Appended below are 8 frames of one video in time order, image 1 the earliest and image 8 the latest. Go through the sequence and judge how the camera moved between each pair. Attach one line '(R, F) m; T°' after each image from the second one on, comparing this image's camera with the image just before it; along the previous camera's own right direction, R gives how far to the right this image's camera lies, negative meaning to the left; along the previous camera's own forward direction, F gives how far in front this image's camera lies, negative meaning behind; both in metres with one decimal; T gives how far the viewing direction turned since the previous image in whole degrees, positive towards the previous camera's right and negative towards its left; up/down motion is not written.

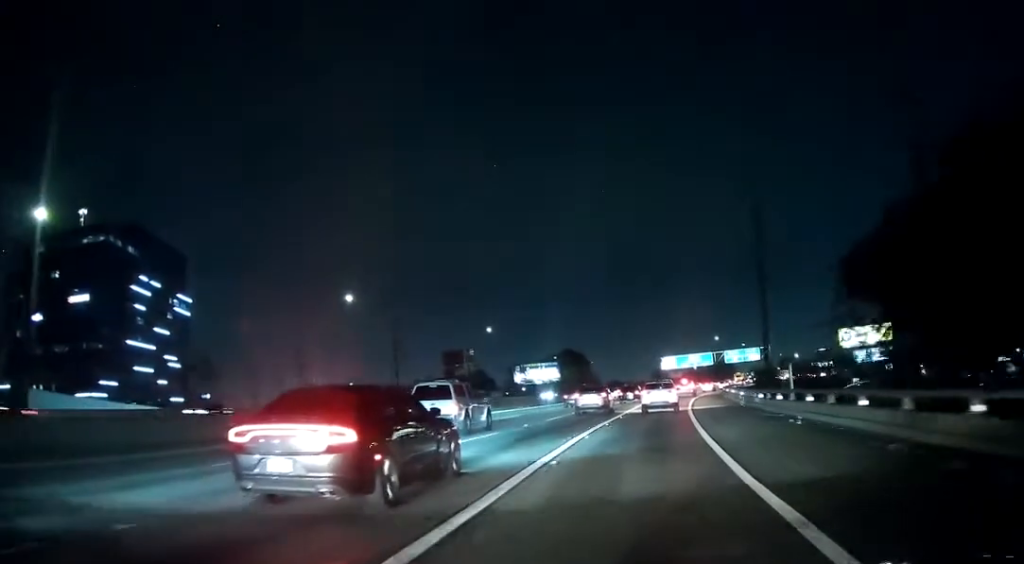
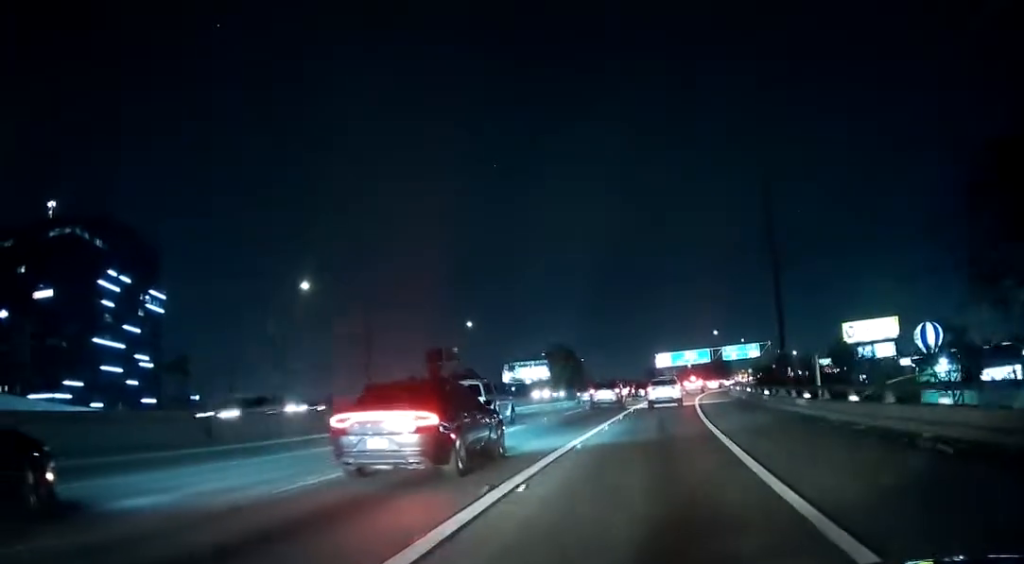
(-0.2, +11.0) m; 0°
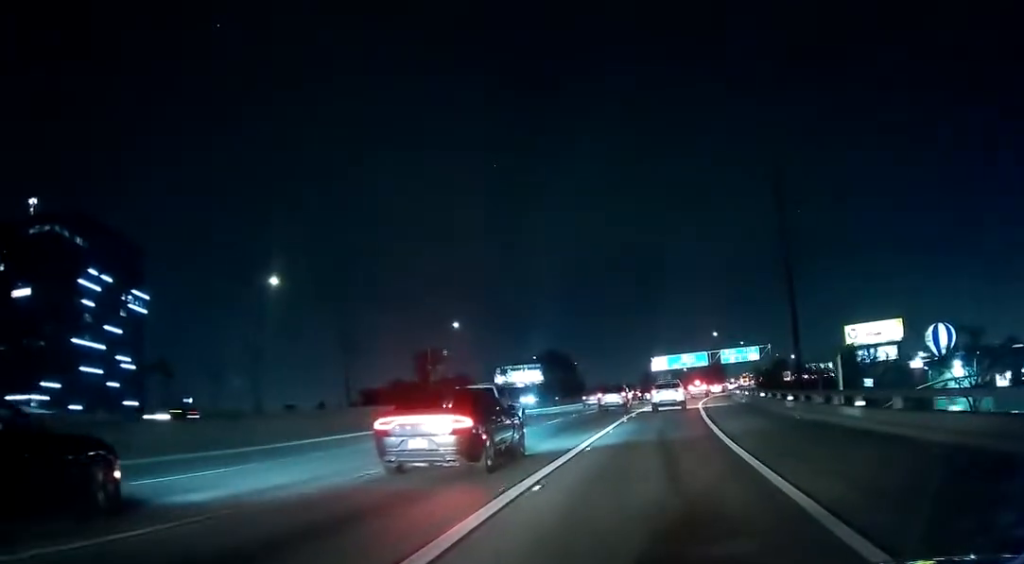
(0.0, +6.2) m; +1°
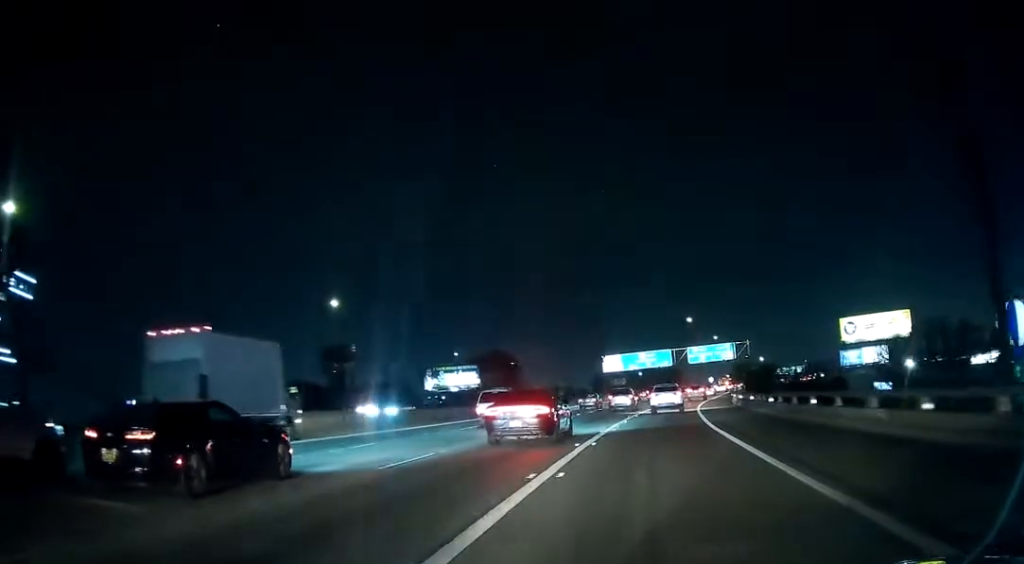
(+0.8, +34.0) m; +3°
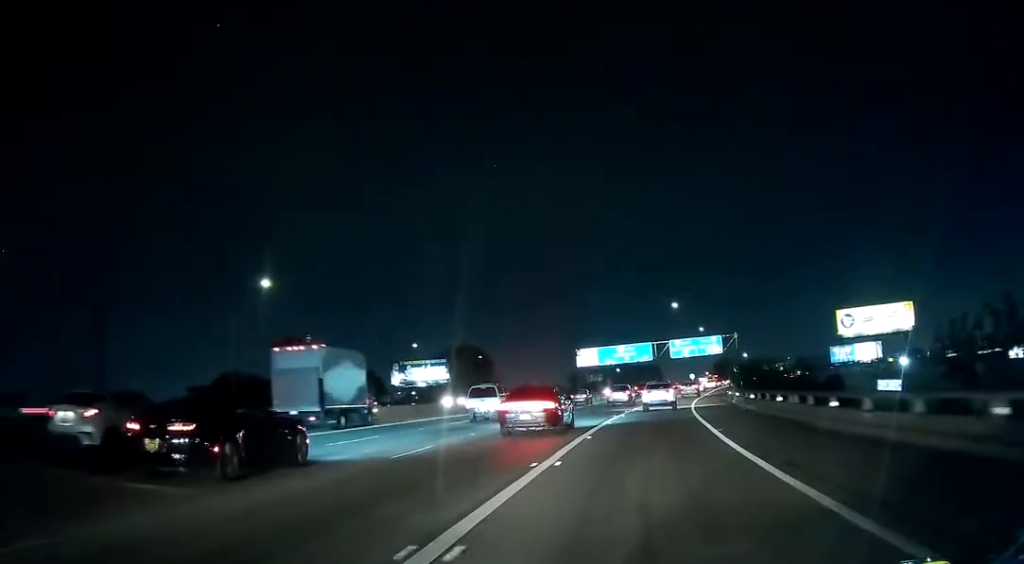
(+0.1, +13.1) m; +1°
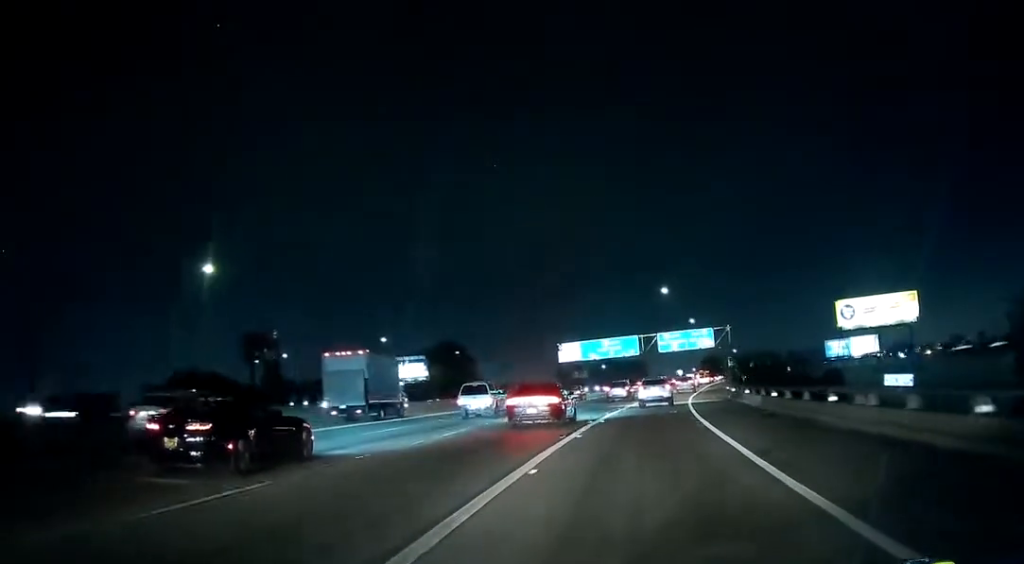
(0.0, +9.4) m; +1°
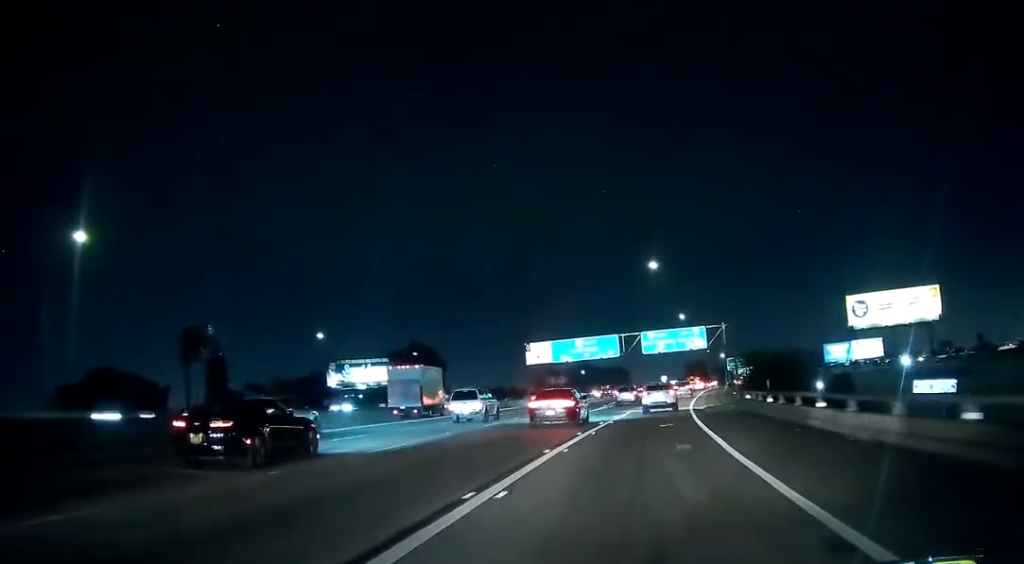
(+0.5, +18.0) m; +2°
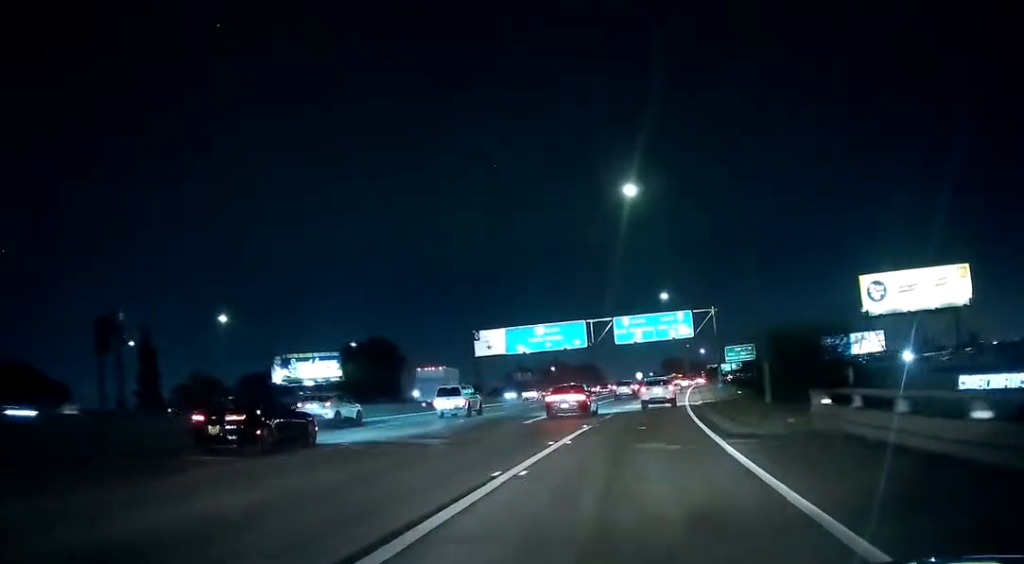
(+0.3, +19.5) m; +1°
